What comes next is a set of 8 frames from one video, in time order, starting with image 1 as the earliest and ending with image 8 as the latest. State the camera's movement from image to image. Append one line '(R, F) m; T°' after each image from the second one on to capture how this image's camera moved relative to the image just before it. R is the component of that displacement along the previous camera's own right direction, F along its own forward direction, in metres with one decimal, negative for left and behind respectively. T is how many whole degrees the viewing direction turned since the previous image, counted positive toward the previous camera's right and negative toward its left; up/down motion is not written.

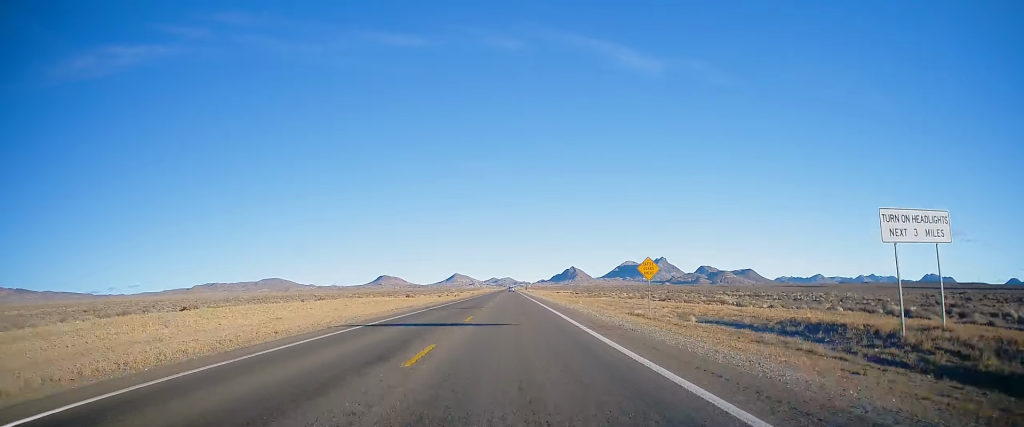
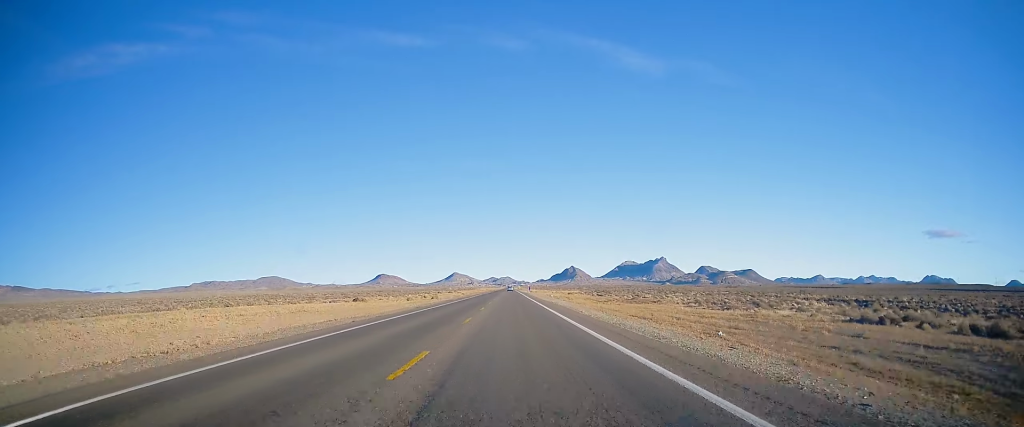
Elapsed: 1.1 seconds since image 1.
(+0.1, +37.6) m; 0°
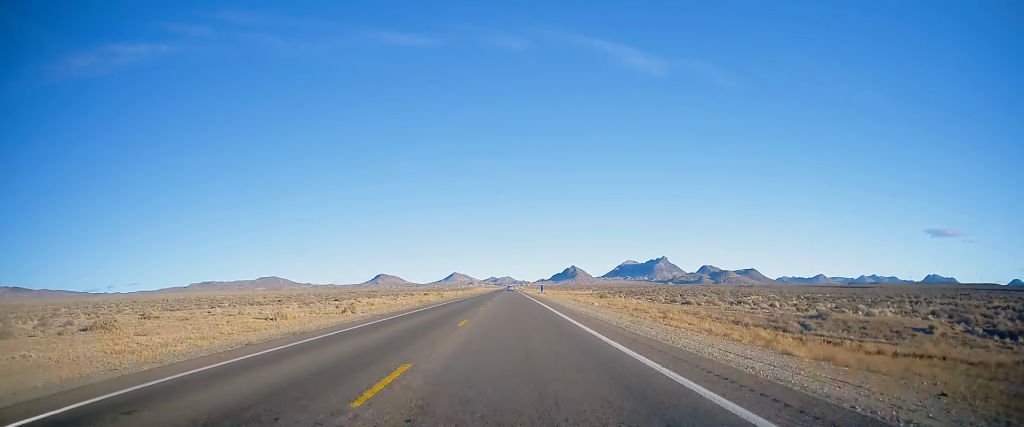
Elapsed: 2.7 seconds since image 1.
(+0.6, +50.6) m; +1°
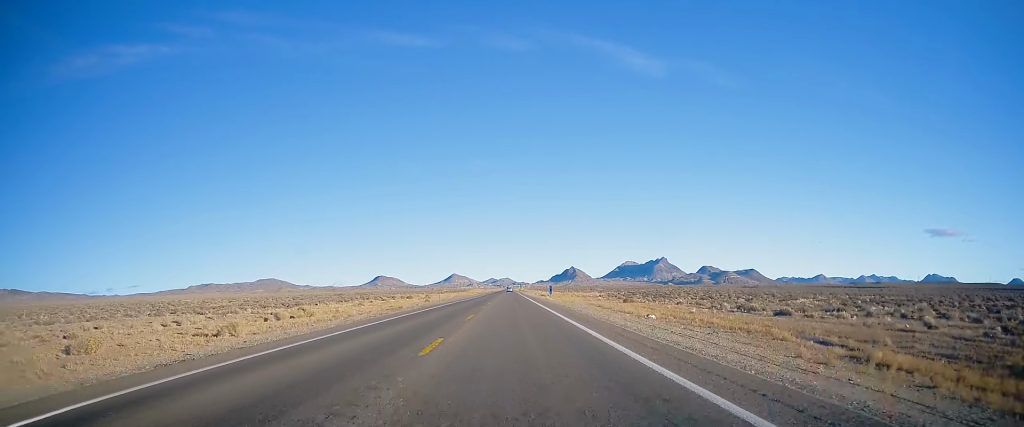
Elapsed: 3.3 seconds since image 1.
(+0.2, +19.8) m; 0°
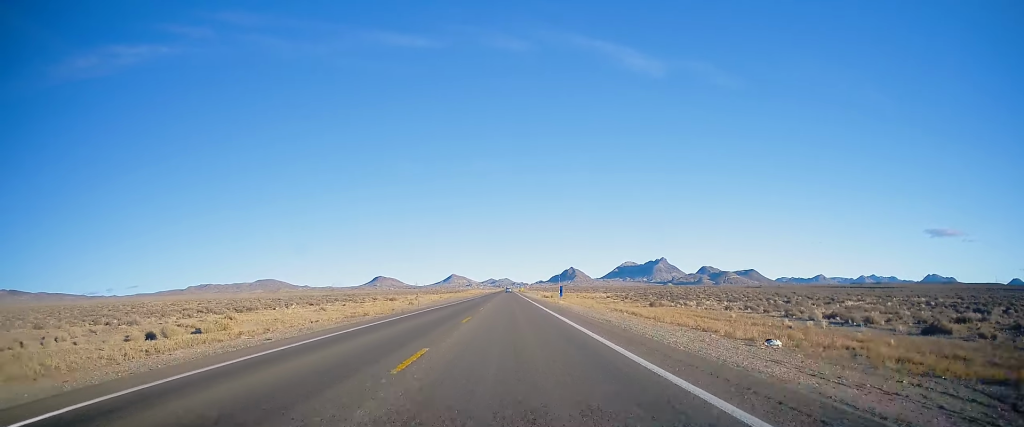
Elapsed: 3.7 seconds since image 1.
(-0.2, +14.3) m; -1°
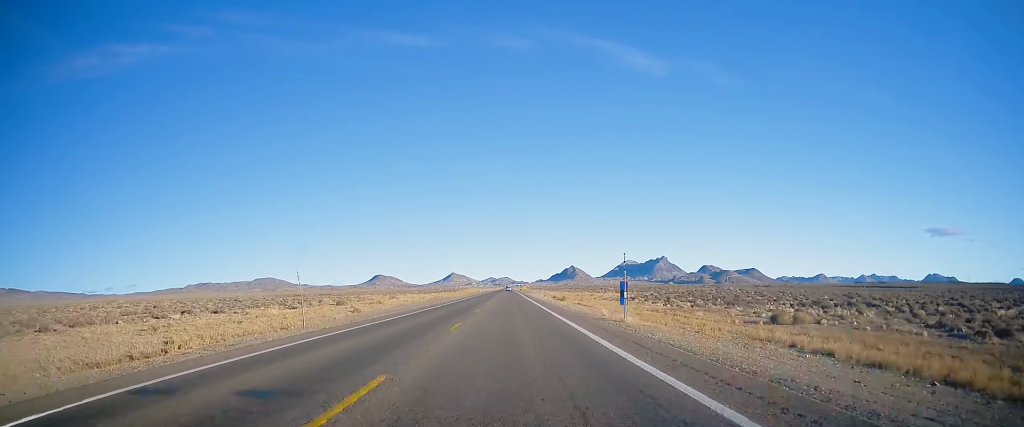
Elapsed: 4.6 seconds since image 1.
(-0.3, +28.6) m; -1°
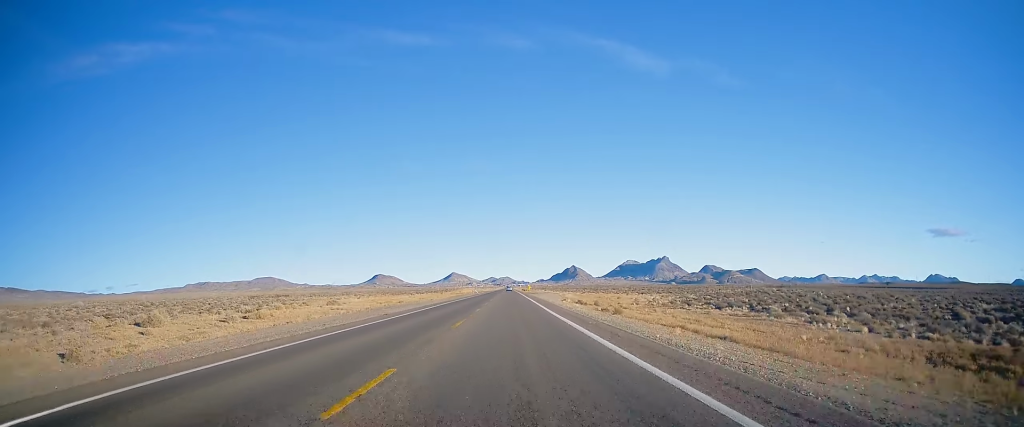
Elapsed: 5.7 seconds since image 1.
(0.0, +36.1) m; 0°
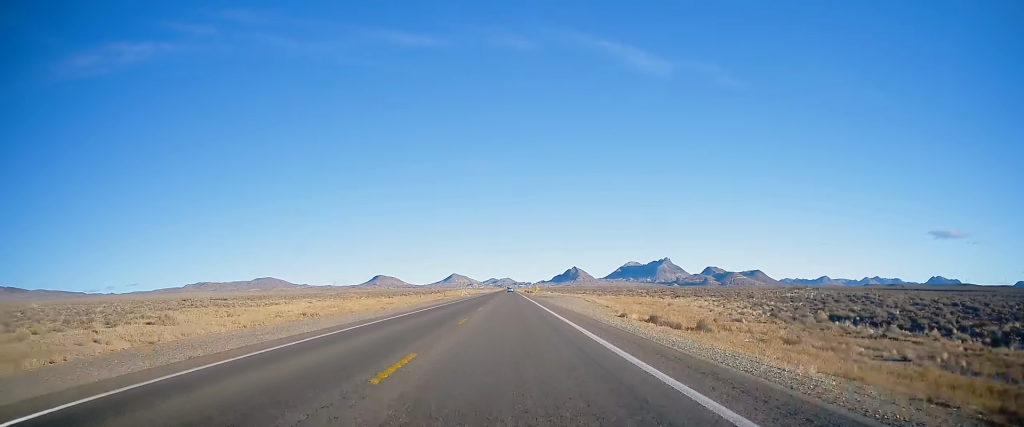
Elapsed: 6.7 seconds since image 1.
(+0.2, +34.8) m; 0°
